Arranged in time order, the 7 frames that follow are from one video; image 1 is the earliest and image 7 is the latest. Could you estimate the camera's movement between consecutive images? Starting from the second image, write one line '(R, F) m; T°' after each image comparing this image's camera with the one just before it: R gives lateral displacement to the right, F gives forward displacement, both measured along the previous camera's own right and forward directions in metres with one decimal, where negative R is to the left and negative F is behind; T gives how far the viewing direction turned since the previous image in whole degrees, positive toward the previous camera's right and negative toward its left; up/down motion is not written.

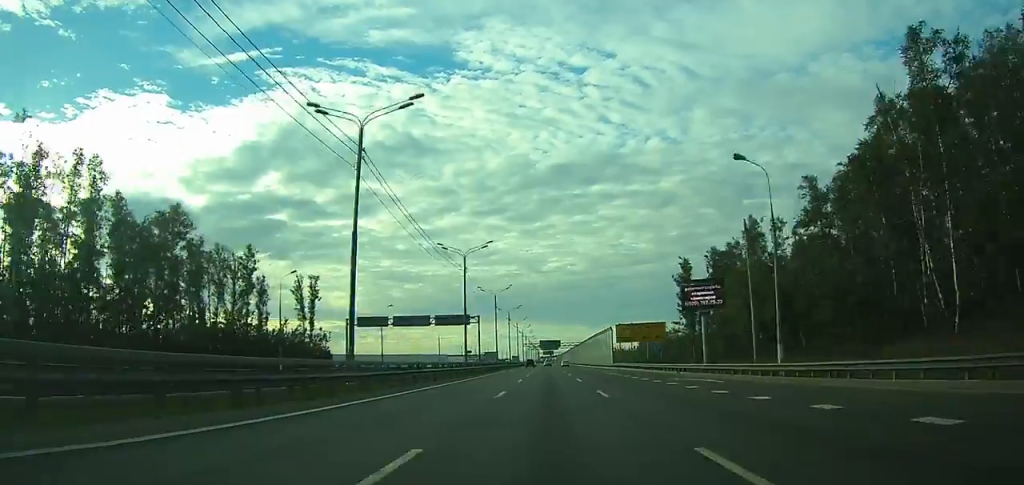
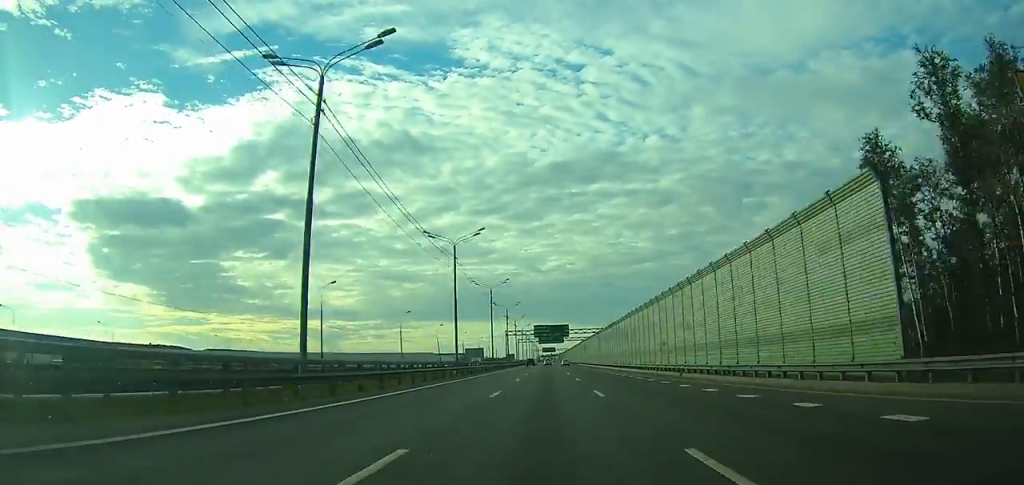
(0.0, +82.7) m; 0°
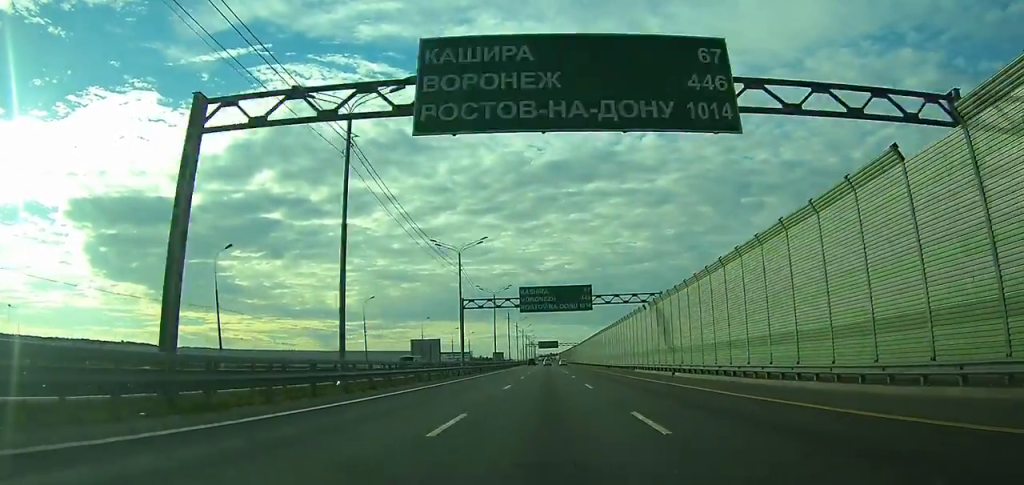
(-0.1, +104.1) m; 0°
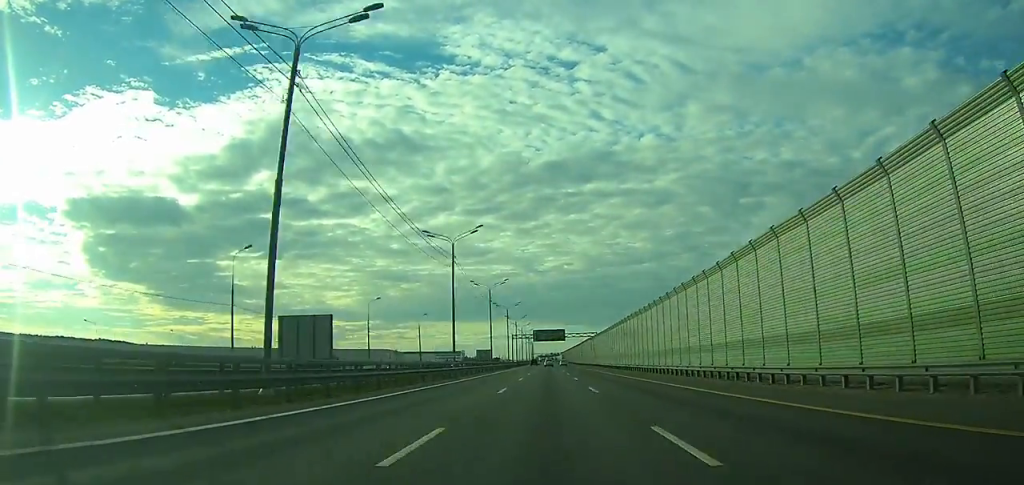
(+0.4, +80.7) m; 0°
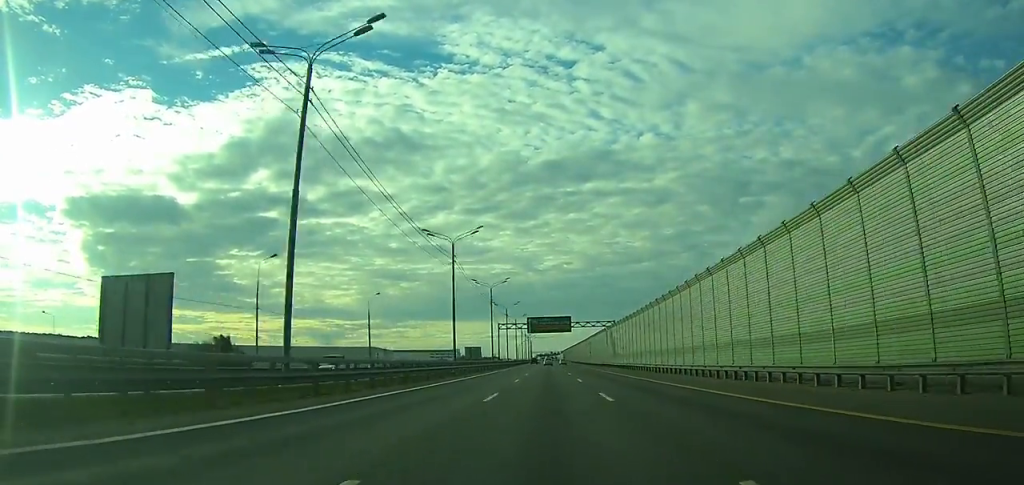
(+0.1, +38.5) m; 0°
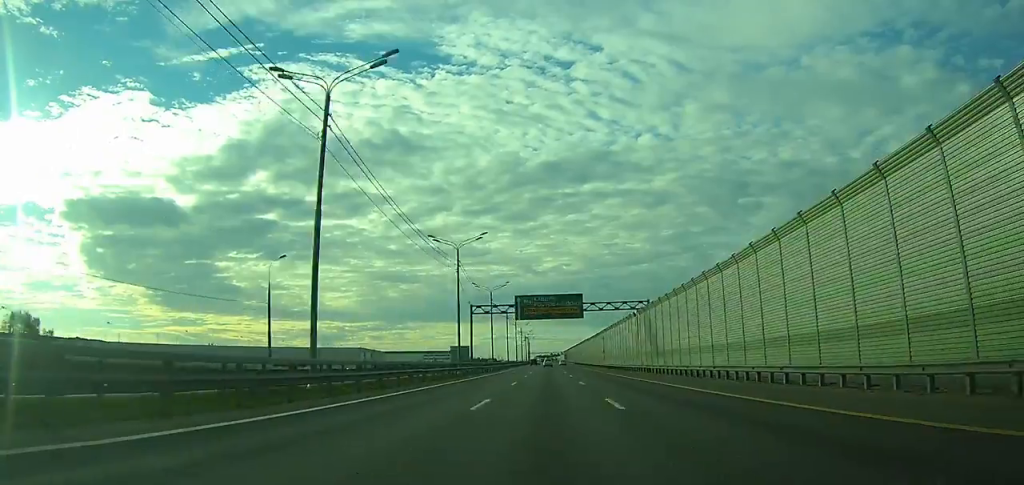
(-0.1, +36.0) m; 0°
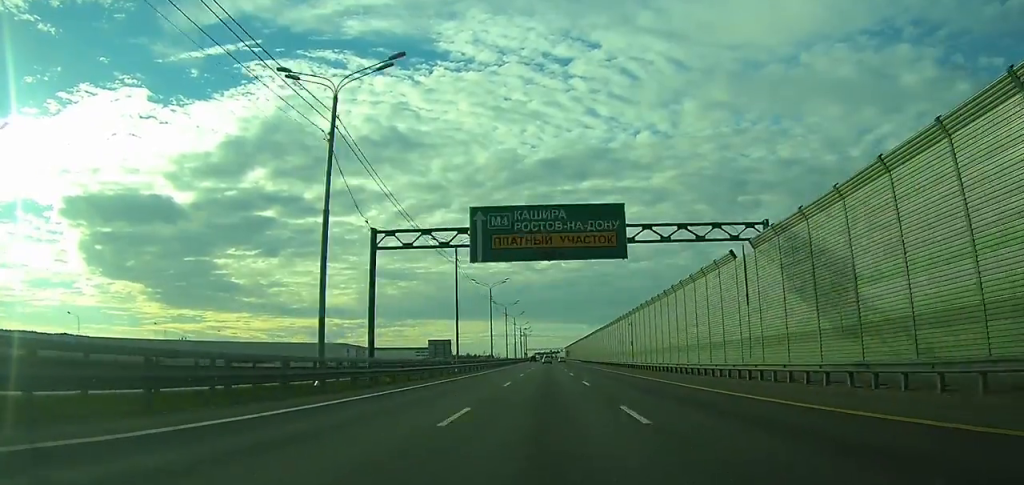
(0.0, +37.5) m; 0°
